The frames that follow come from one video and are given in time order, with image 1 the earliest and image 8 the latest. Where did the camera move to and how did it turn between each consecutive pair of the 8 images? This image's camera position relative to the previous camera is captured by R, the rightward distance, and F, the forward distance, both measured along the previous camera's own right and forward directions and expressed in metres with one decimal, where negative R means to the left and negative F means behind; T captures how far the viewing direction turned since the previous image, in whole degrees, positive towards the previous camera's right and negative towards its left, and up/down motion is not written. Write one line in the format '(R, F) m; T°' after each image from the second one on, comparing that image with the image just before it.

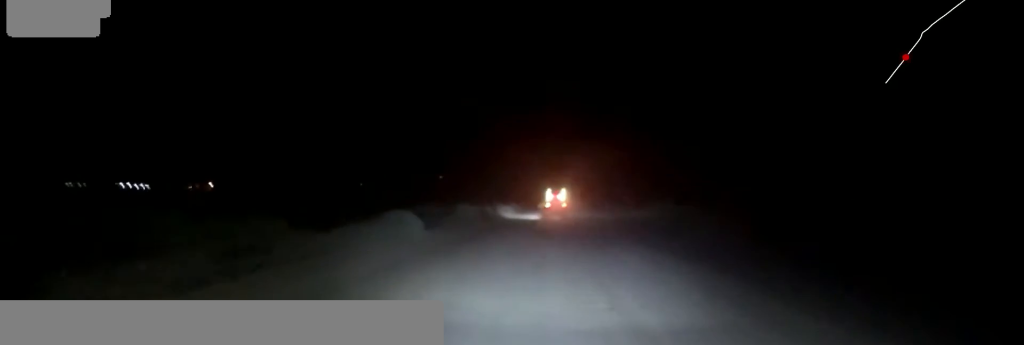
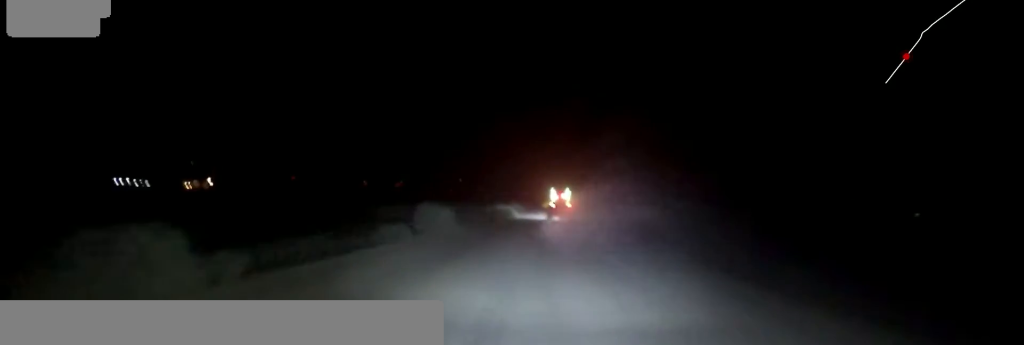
(0.0, +8.7) m; 0°
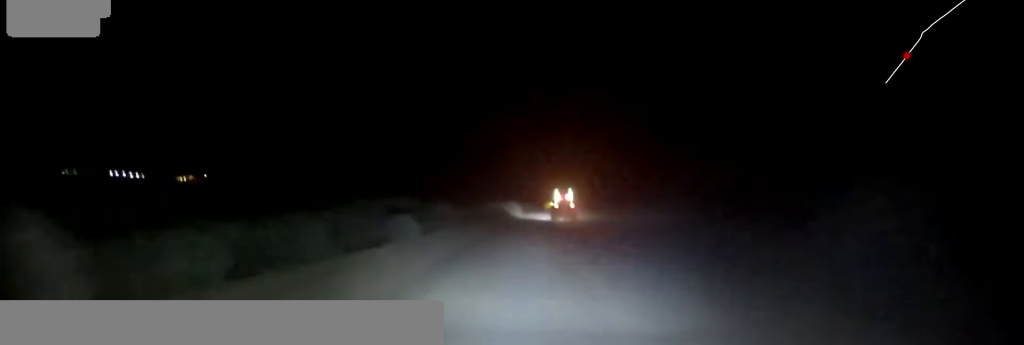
(-0.1, +12.3) m; +1°
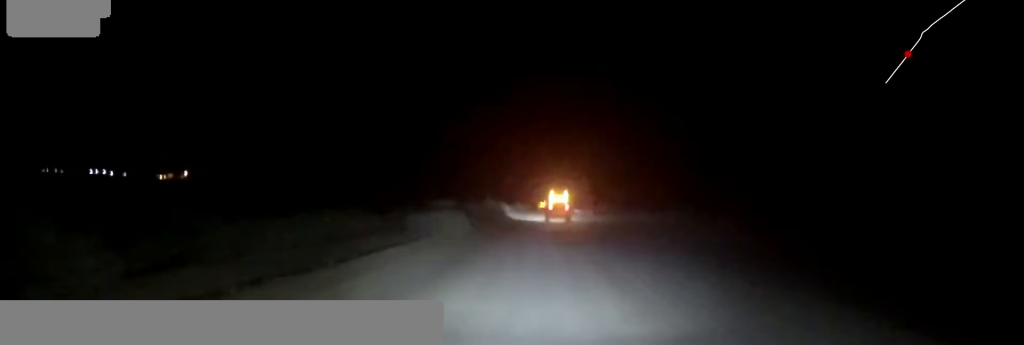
(+0.4, +16.3) m; +2°
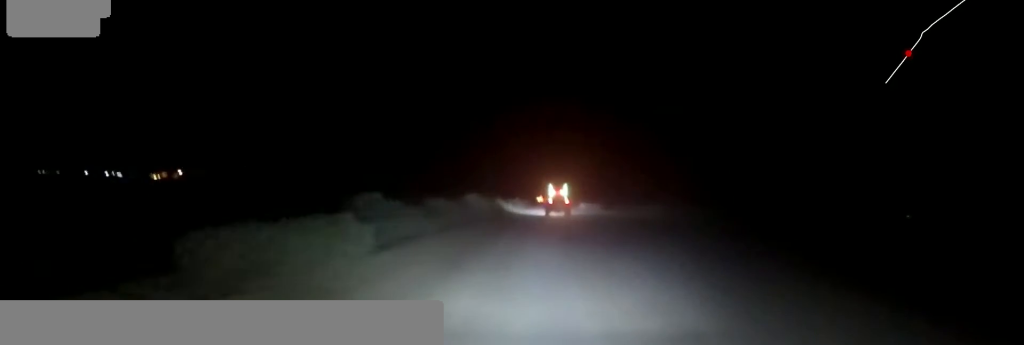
(+0.2, +9.1) m; +1°
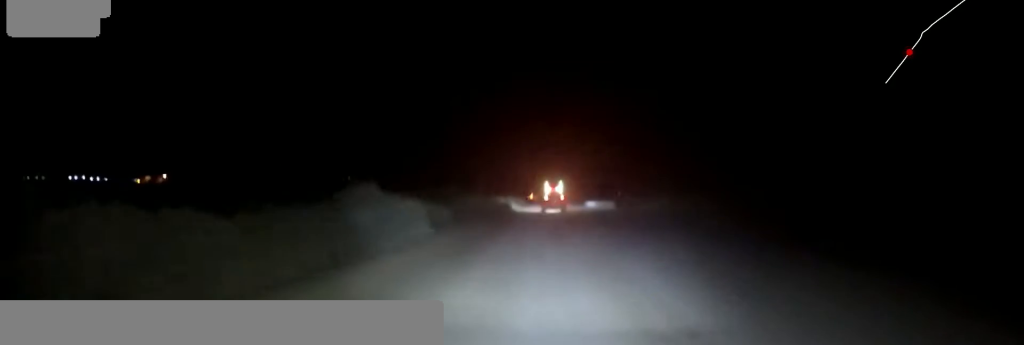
(+0.1, +13.6) m; 0°
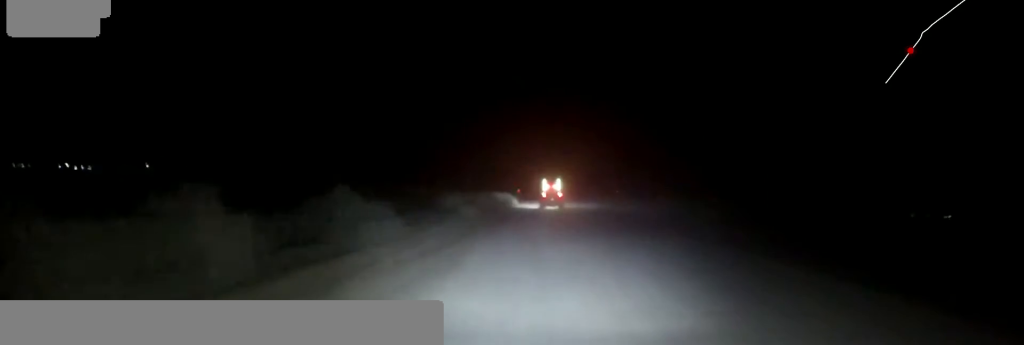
(0.0, +21.8) m; -2°
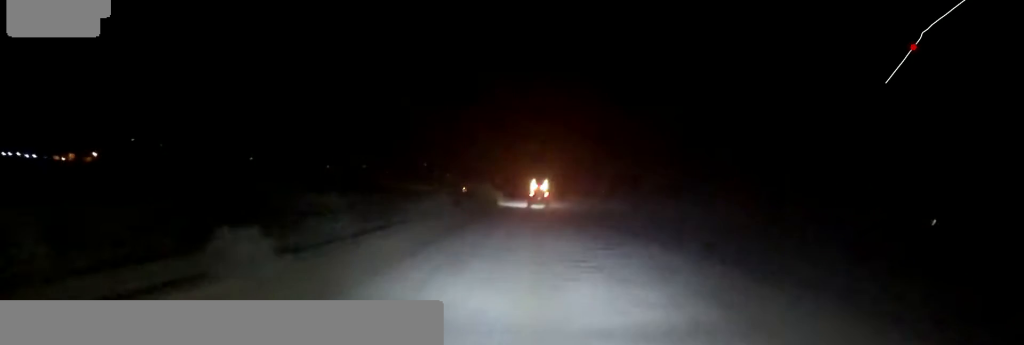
(+1.2, +46.8) m; +1°
